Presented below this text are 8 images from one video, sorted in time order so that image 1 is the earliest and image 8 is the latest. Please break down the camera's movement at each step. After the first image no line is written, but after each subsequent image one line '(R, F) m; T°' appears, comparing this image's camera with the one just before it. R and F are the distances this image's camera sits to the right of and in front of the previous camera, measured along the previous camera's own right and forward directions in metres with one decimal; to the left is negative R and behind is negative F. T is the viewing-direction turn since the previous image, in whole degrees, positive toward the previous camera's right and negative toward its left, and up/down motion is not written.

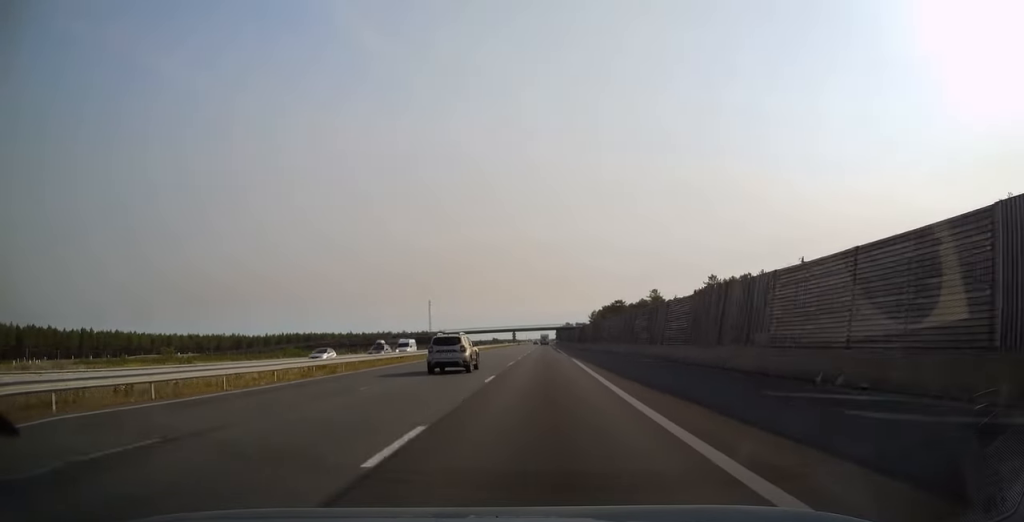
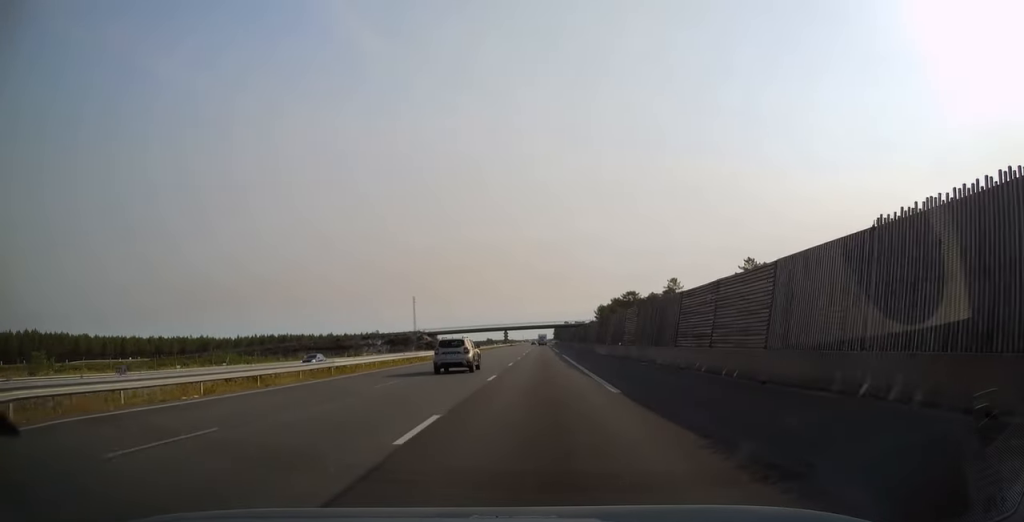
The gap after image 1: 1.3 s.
(+0.2, +37.3) m; +1°
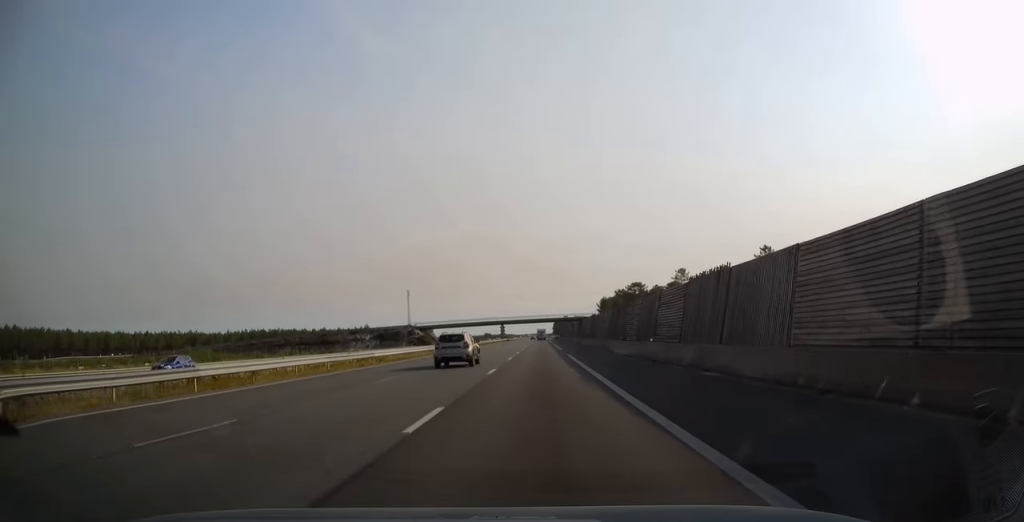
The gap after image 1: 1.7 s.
(+0.1, +12.3) m; 0°
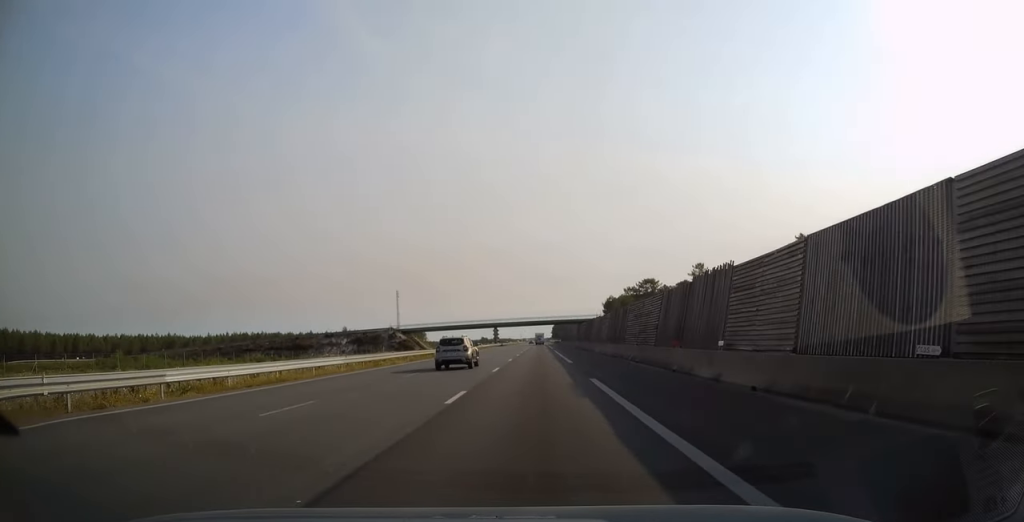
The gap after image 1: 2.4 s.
(-0.1, +21.6) m; 0°
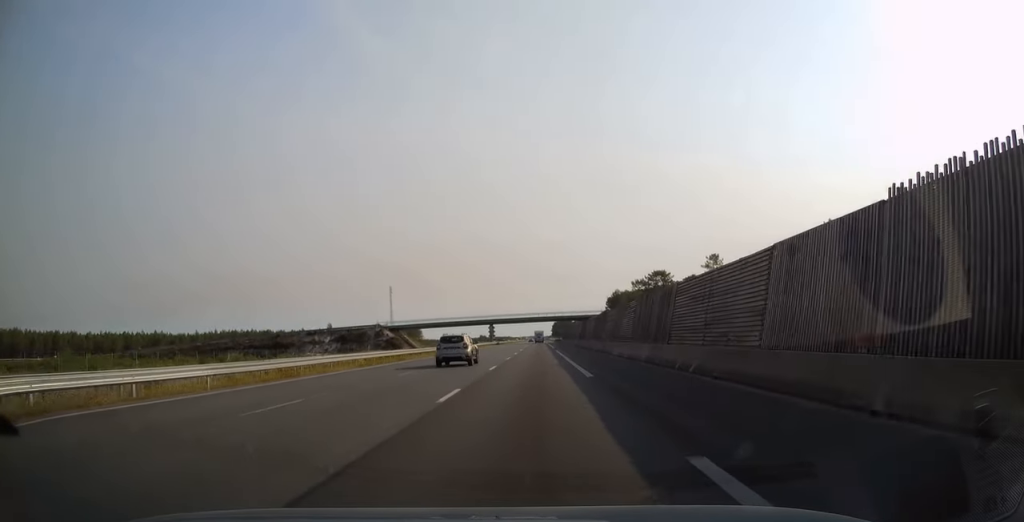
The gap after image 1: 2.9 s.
(-0.1, +13.3) m; 0°
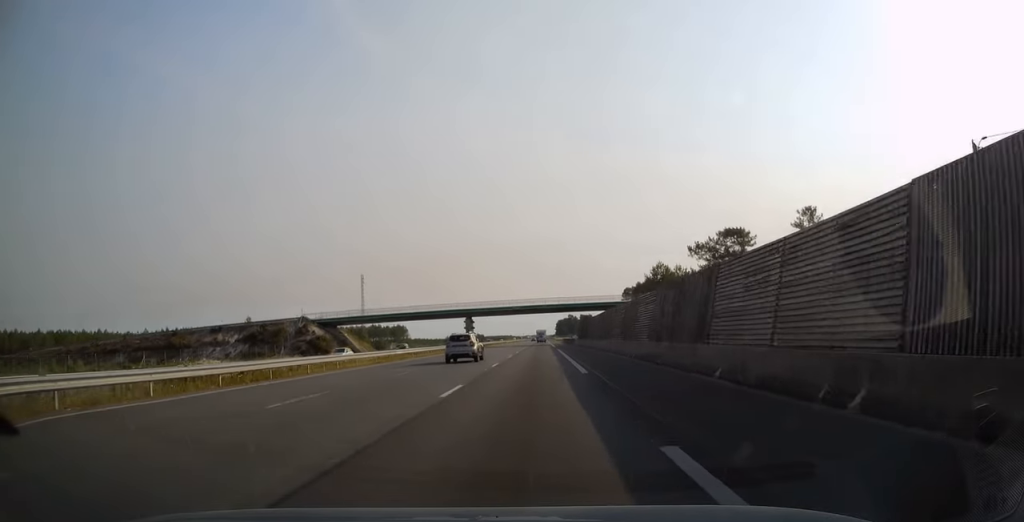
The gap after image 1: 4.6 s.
(-0.1, +51.3) m; 0°
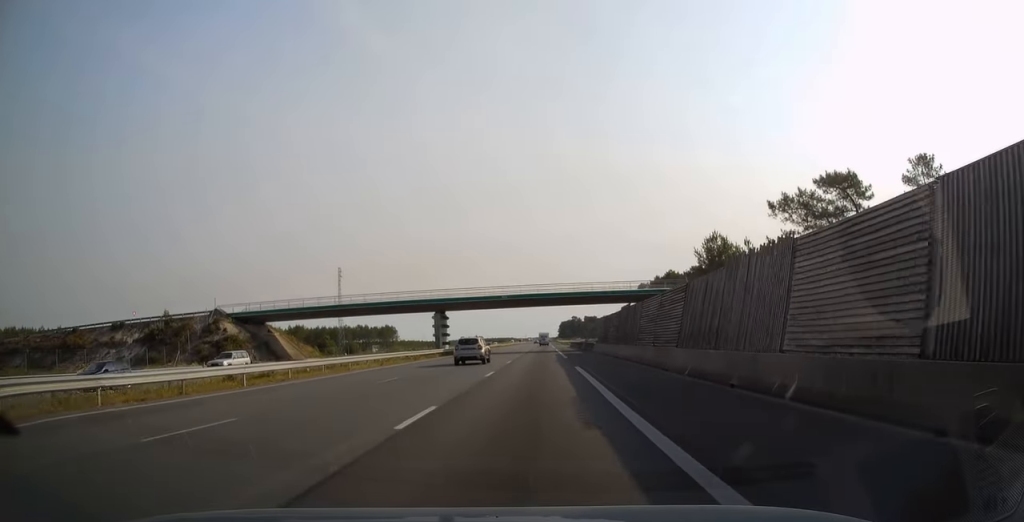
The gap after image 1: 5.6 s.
(0.0, +30.5) m; 0°
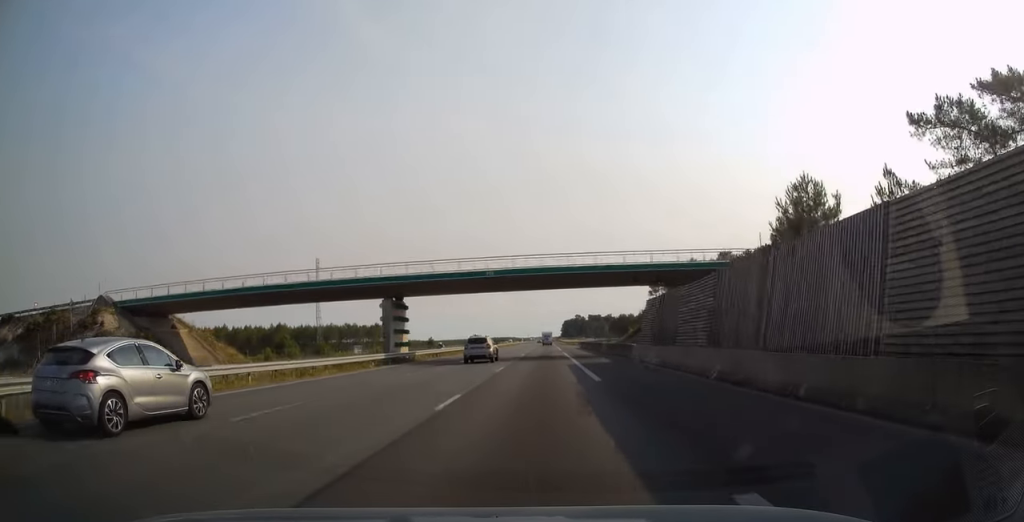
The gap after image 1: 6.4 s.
(0.0, +23.6) m; 0°
